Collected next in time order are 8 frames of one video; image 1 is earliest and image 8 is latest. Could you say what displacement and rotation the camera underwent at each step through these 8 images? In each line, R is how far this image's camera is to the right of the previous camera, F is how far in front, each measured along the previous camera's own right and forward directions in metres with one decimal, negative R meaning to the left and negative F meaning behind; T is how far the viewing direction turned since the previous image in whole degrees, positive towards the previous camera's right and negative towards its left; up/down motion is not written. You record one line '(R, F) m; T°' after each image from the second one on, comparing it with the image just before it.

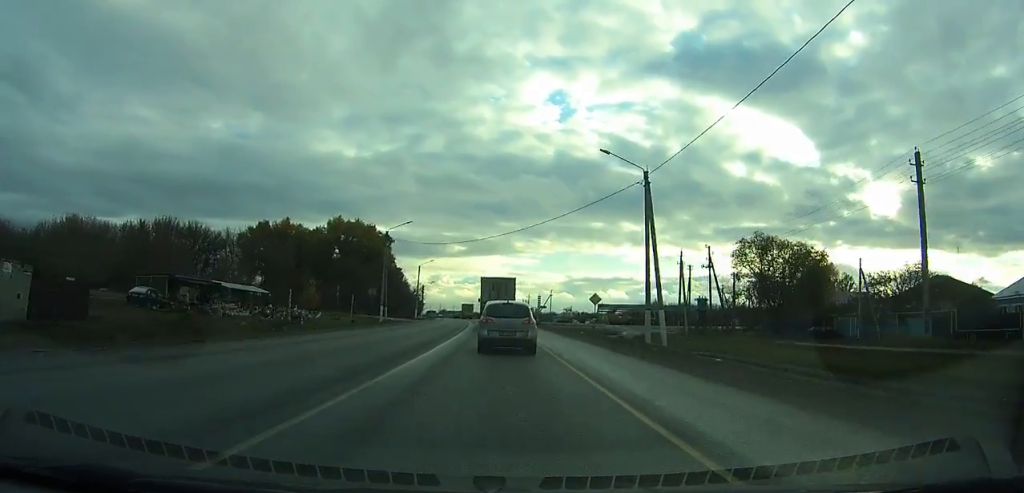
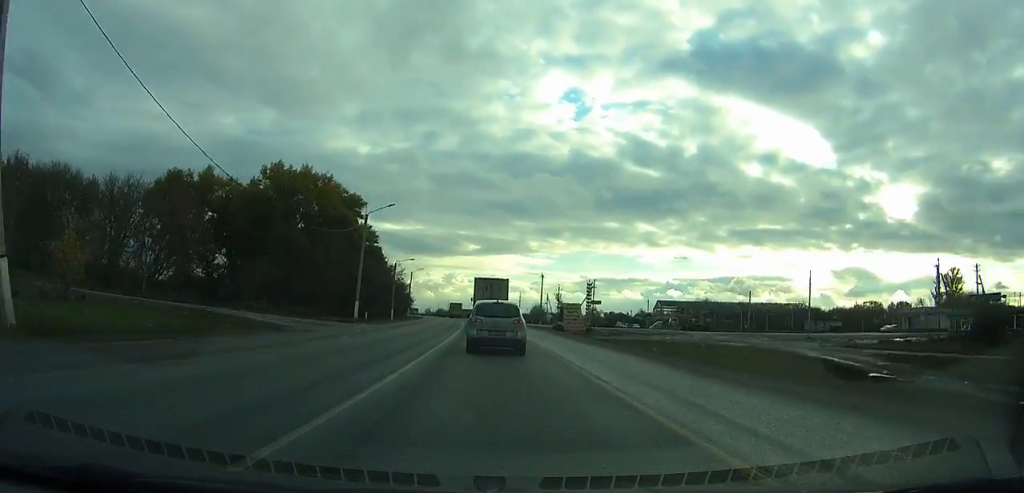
(-0.8, +50.6) m; -2°
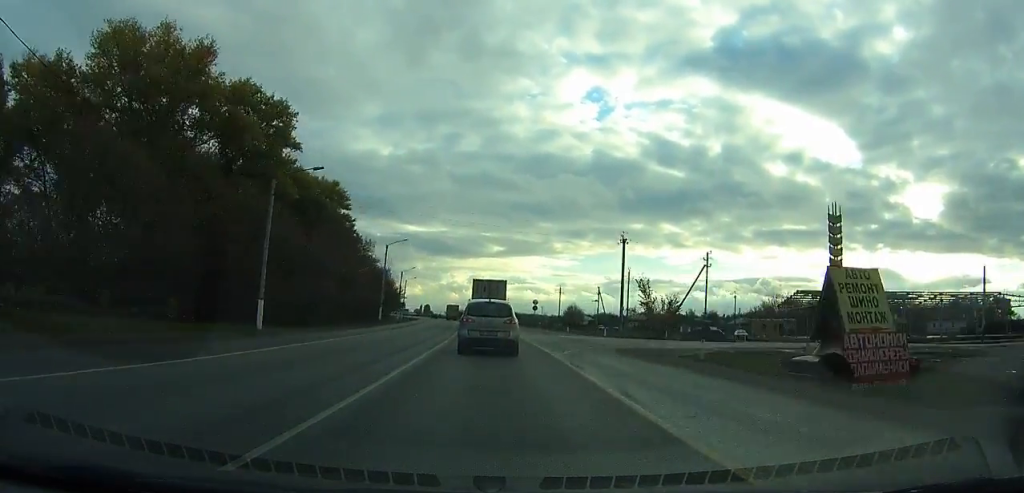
(-0.9, +51.2) m; -2°
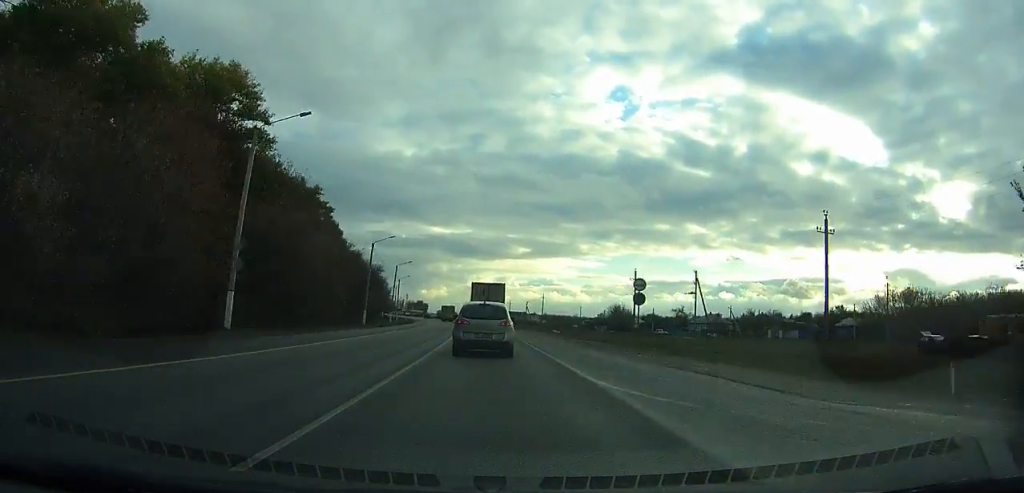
(-0.9, +46.2) m; -2°
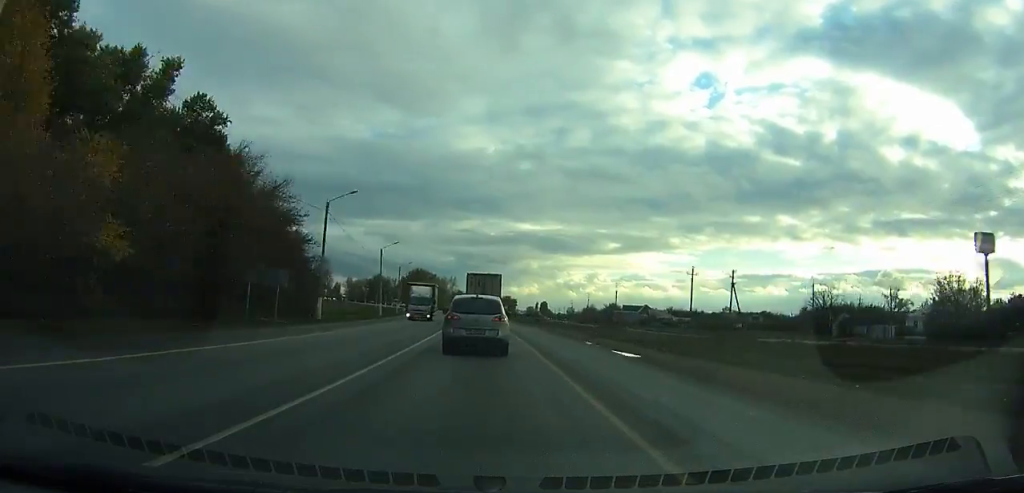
(-8.4, +121.3) m; -9°
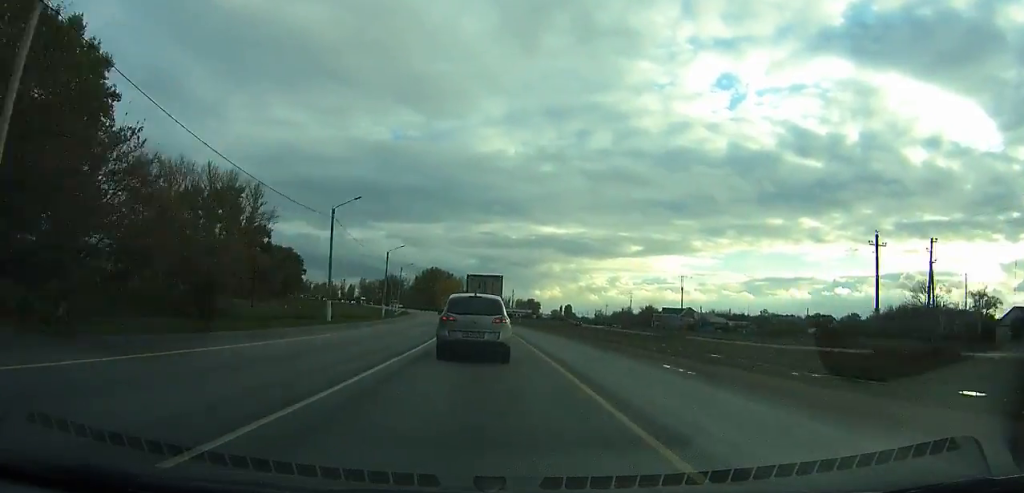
(-0.6, +33.1) m; -3°
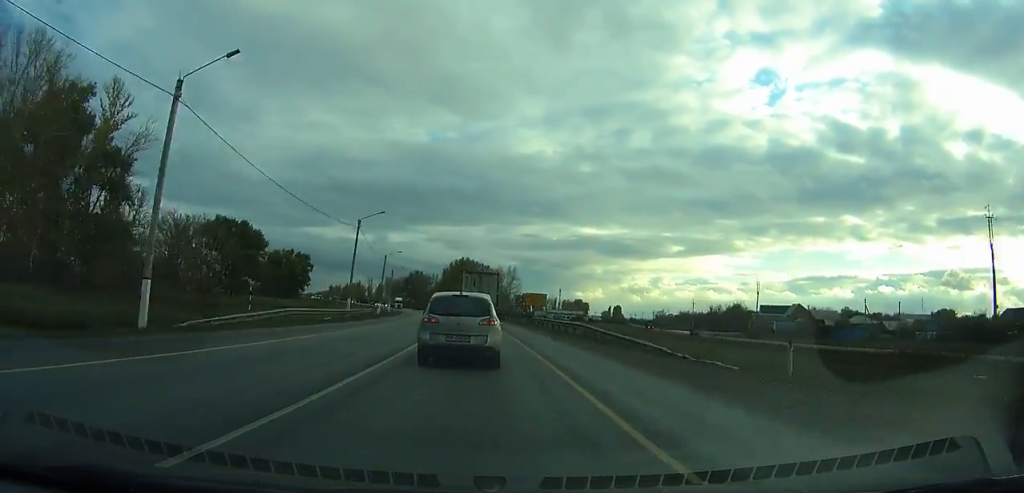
(-2.4, +62.4) m; -4°
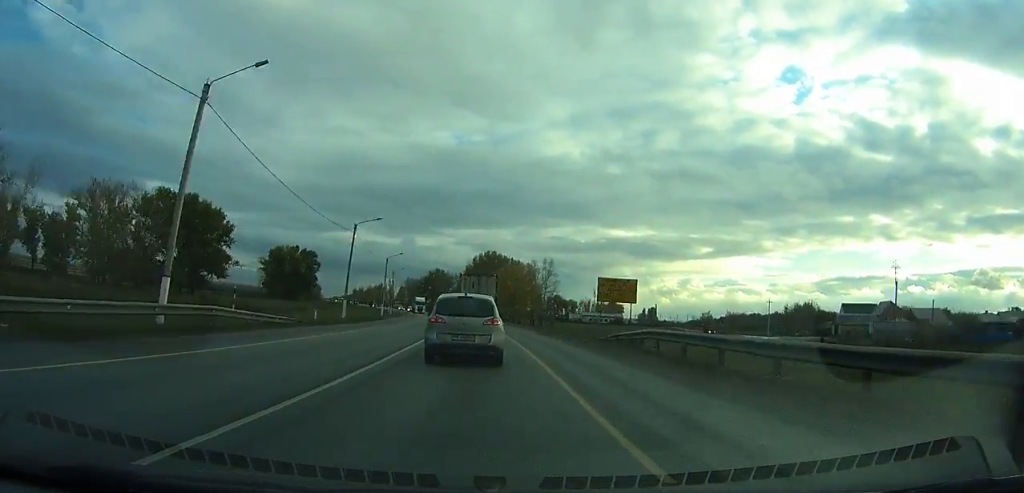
(-0.6, +37.0) m; -3°
